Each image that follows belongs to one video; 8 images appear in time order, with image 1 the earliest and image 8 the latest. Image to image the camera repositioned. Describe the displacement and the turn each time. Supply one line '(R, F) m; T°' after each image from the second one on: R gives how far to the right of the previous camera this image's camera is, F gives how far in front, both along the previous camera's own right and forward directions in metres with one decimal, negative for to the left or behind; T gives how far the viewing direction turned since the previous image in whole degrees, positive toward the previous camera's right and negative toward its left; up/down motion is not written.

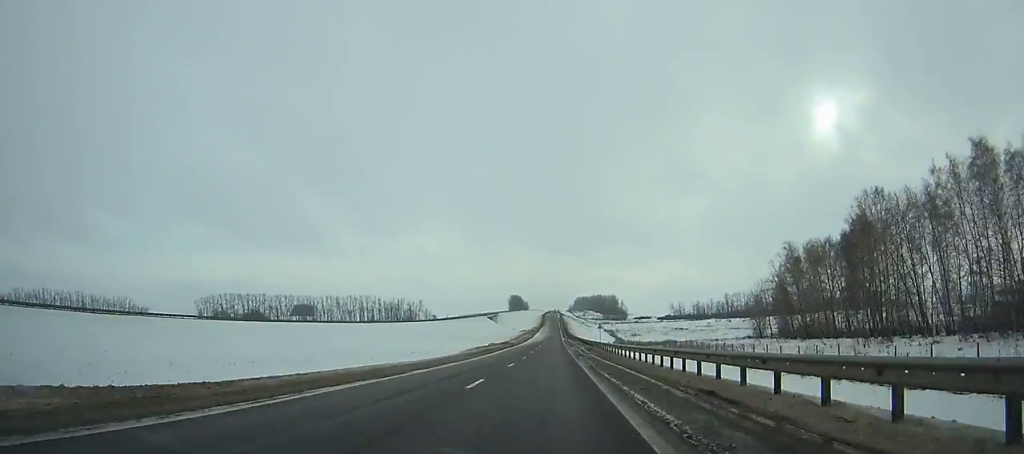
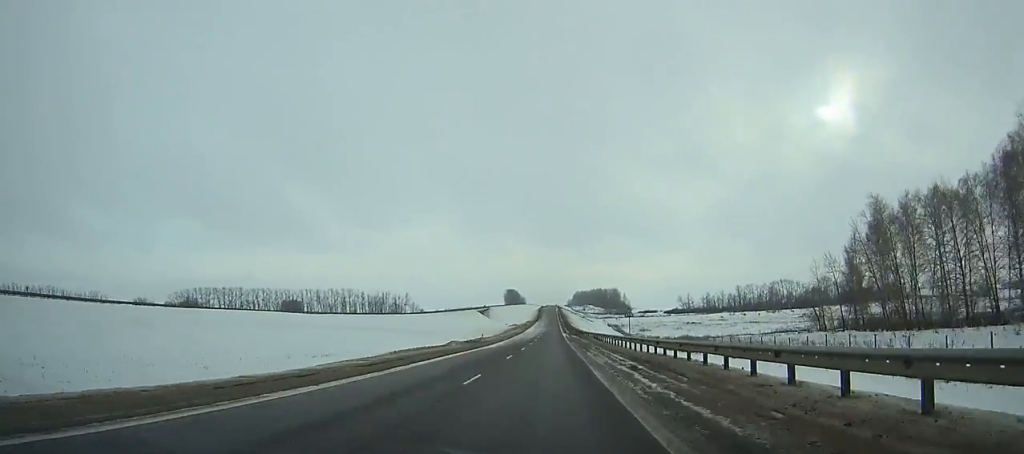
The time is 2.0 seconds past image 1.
(+0.1, +37.7) m; 0°
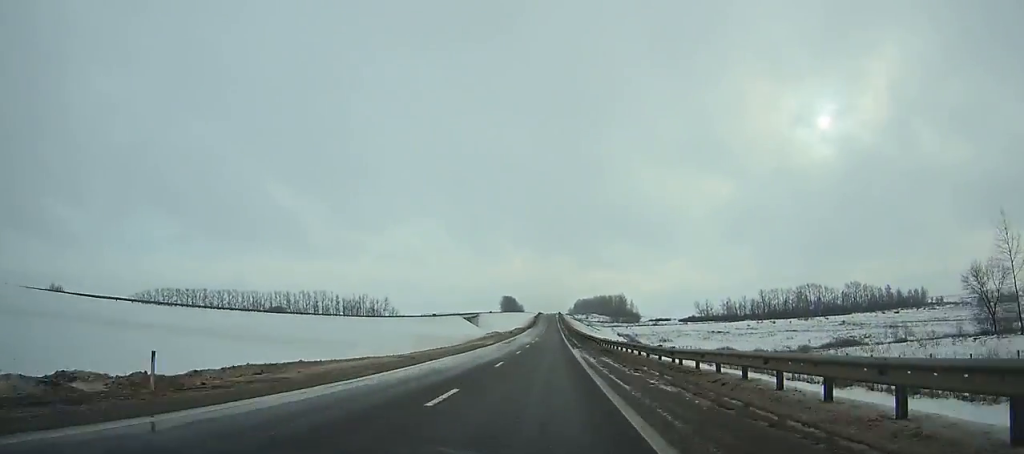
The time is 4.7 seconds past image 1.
(+0.1, +52.3) m; 0°
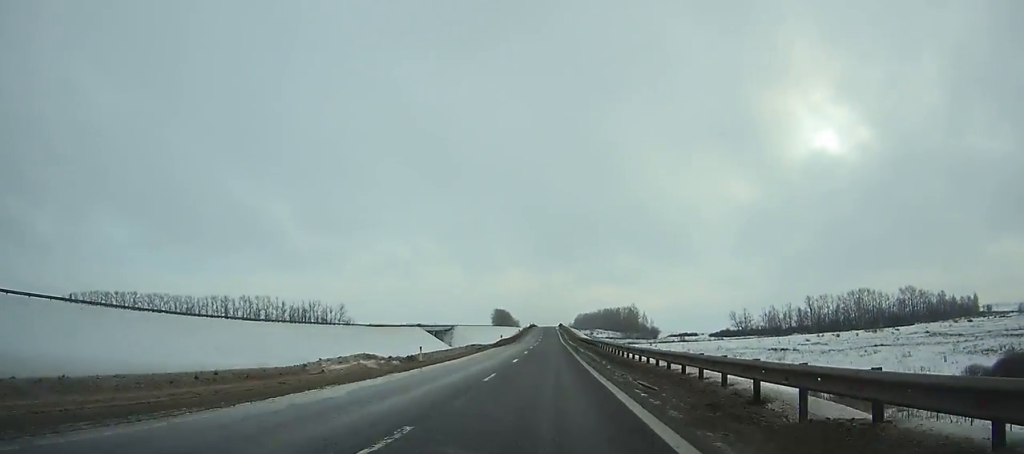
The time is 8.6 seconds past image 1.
(-0.2, +78.3) m; 0°
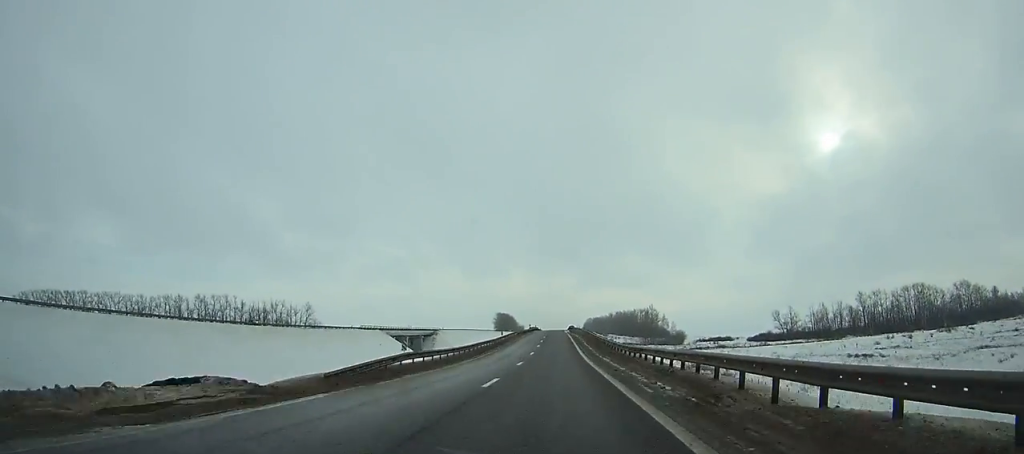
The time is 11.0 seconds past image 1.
(0.0, +48.8) m; 0°
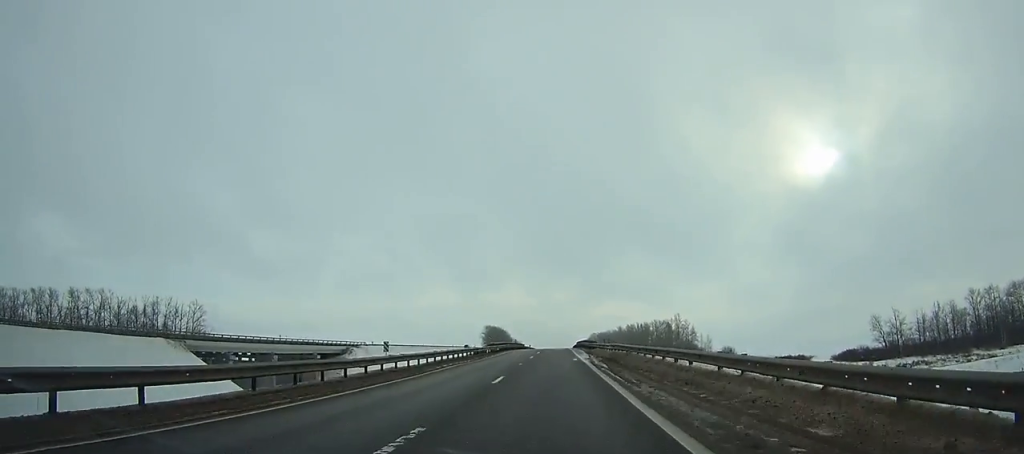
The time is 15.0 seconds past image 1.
(+0.1, +80.7) m; 0°
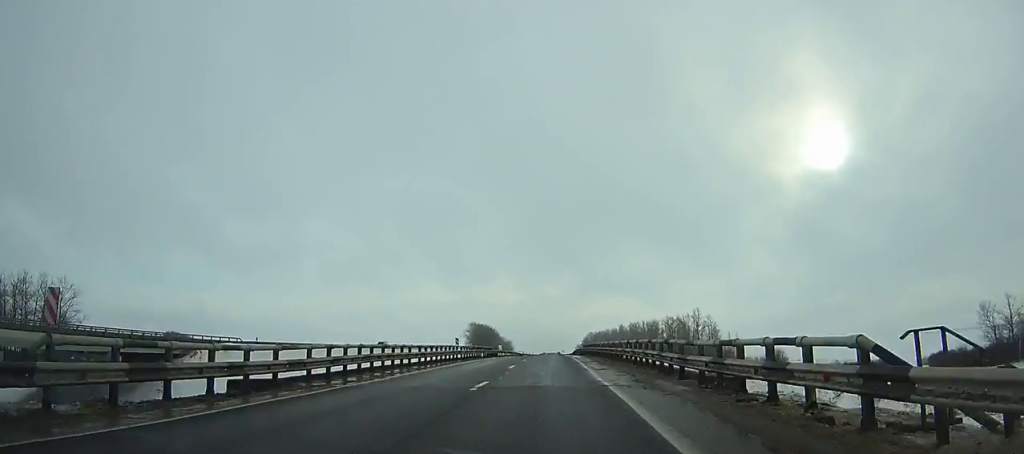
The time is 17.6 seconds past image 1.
(+0.1, +51.8) m; 0°
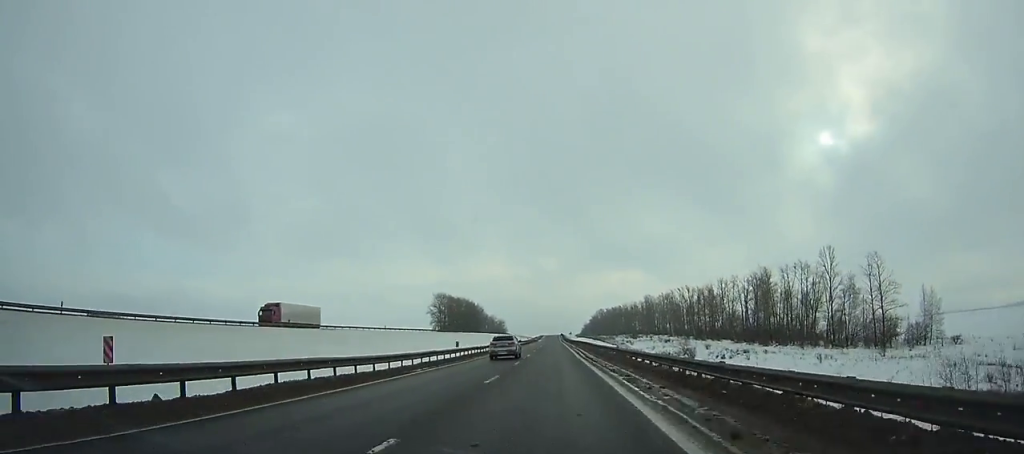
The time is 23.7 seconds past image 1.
(-0.4, +121.5) m; 0°
